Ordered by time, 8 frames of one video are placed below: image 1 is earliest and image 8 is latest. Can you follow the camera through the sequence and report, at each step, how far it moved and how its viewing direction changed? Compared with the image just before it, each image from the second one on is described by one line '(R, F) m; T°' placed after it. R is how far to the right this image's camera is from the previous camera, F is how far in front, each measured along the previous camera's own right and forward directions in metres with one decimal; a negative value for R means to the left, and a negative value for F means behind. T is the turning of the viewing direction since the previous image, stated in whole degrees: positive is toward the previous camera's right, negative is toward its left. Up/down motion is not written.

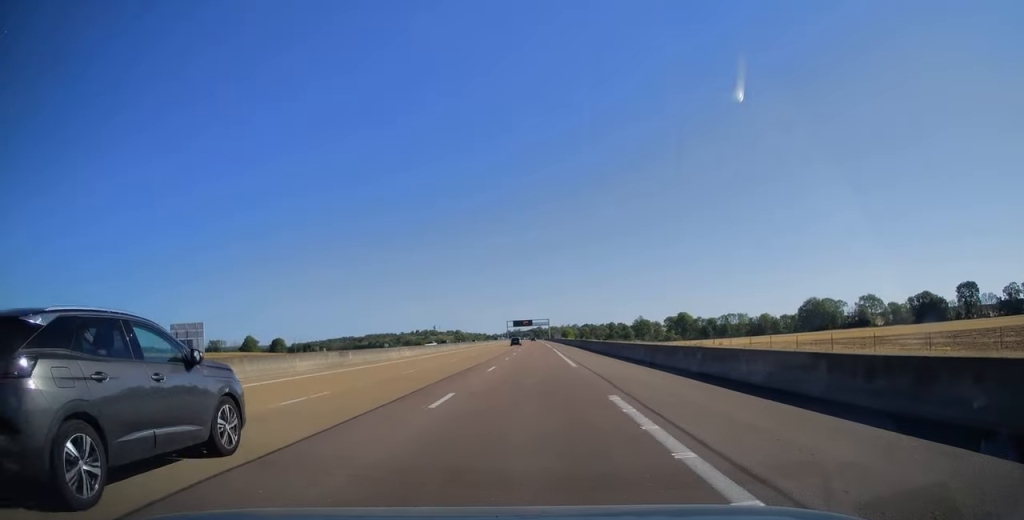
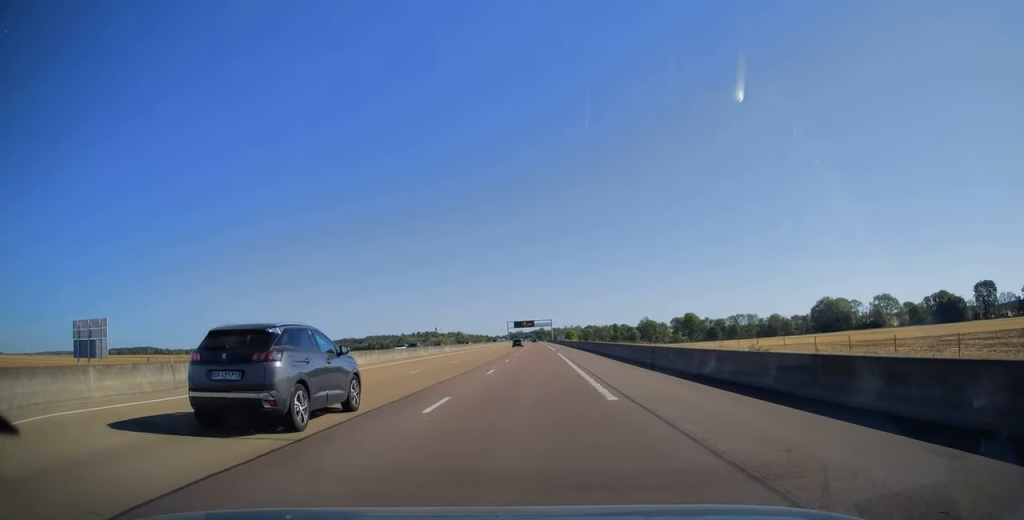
(-0.1, +13.6) m; 0°
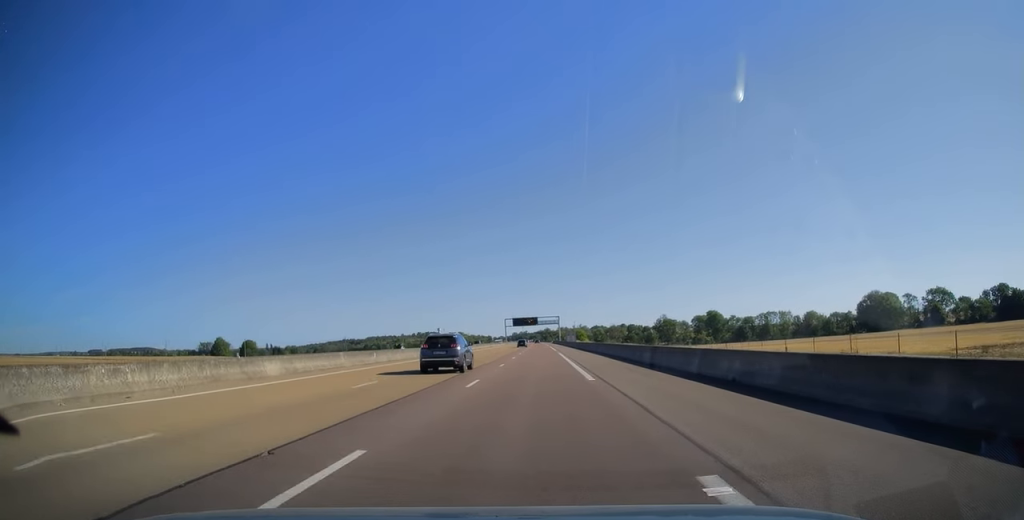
(-0.2, +45.8) m; 0°
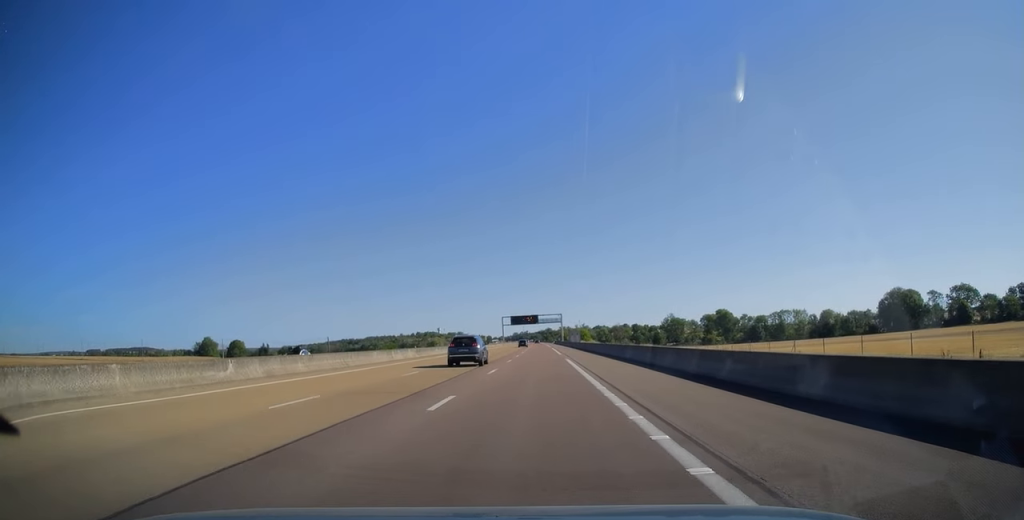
(0.0, +18.6) m; 0°
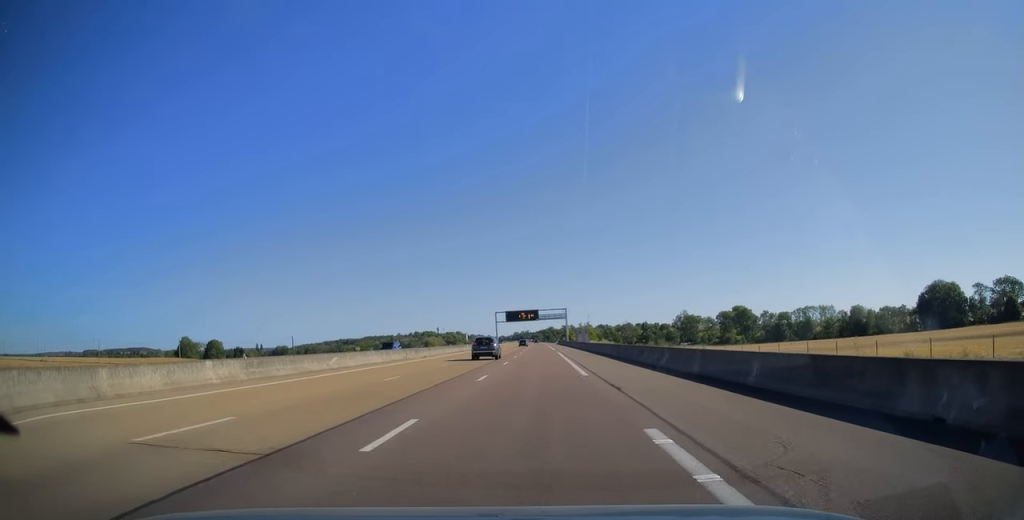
(-0.1, +30.2) m; 0°
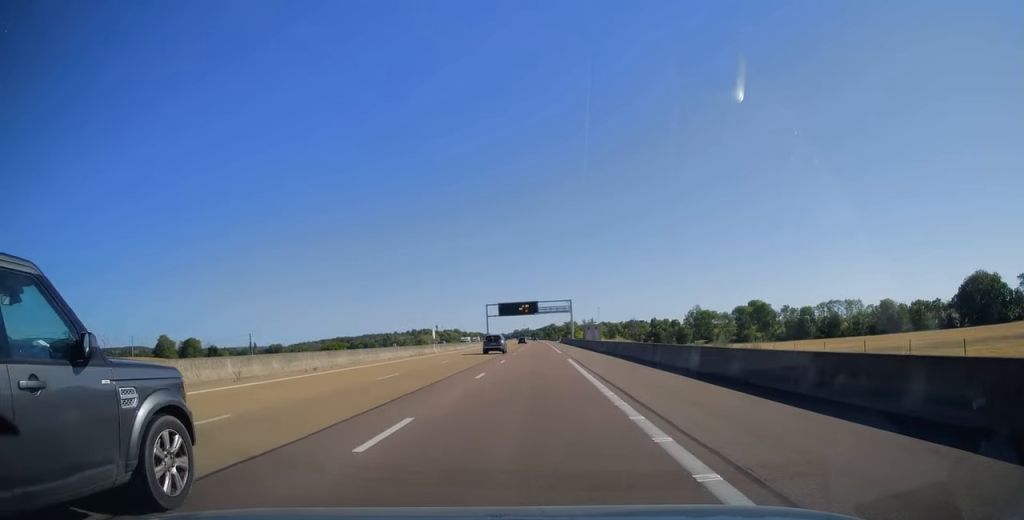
(-0.1, +26.2) m; 0°
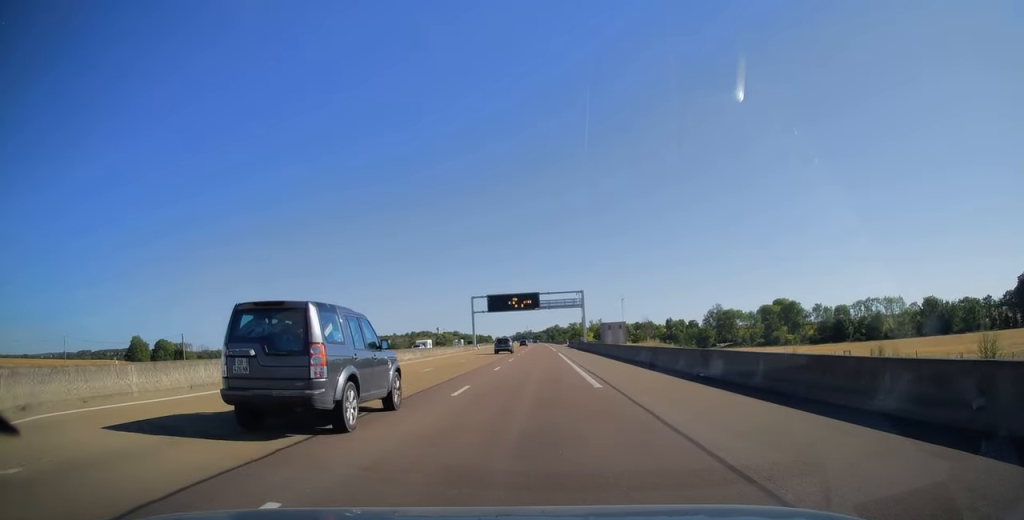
(0.0, +31.2) m; 0°
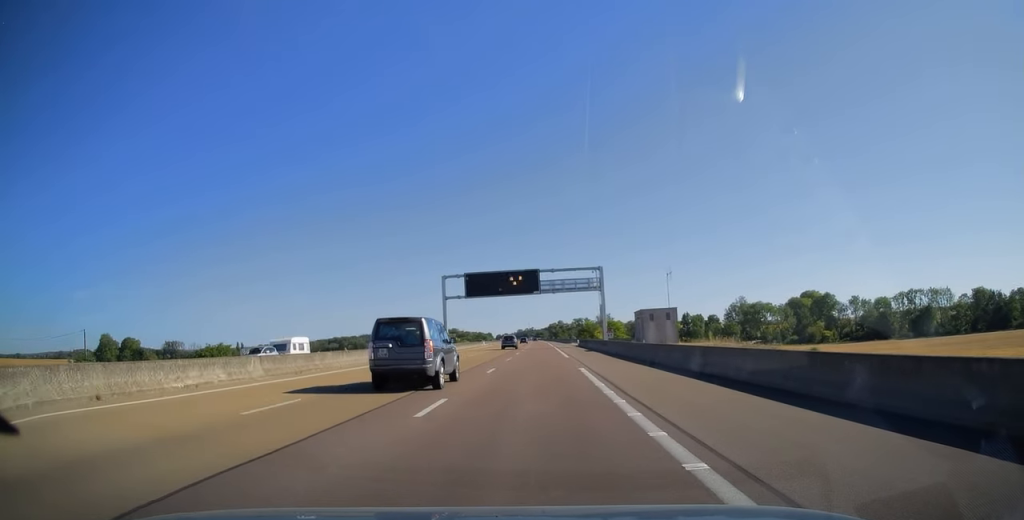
(0.0, +30.2) m; 0°
